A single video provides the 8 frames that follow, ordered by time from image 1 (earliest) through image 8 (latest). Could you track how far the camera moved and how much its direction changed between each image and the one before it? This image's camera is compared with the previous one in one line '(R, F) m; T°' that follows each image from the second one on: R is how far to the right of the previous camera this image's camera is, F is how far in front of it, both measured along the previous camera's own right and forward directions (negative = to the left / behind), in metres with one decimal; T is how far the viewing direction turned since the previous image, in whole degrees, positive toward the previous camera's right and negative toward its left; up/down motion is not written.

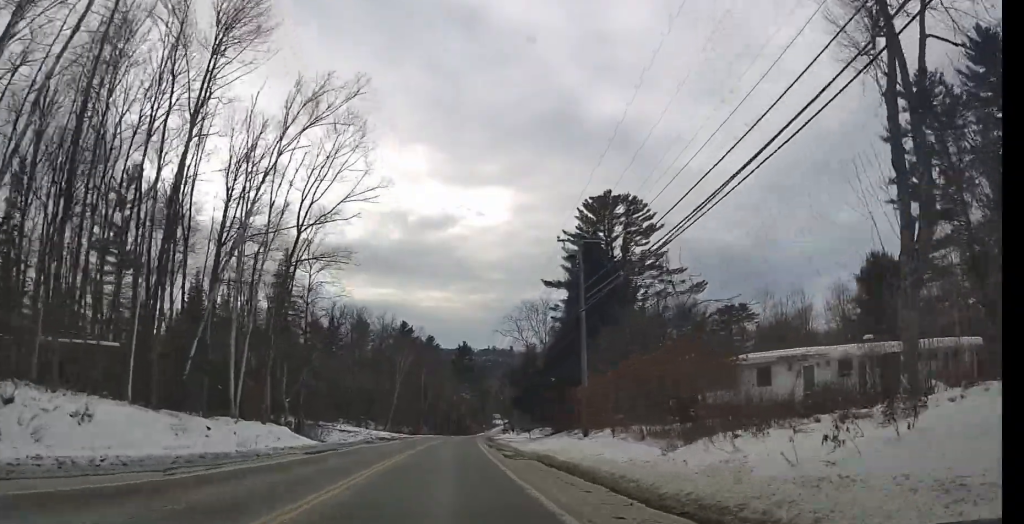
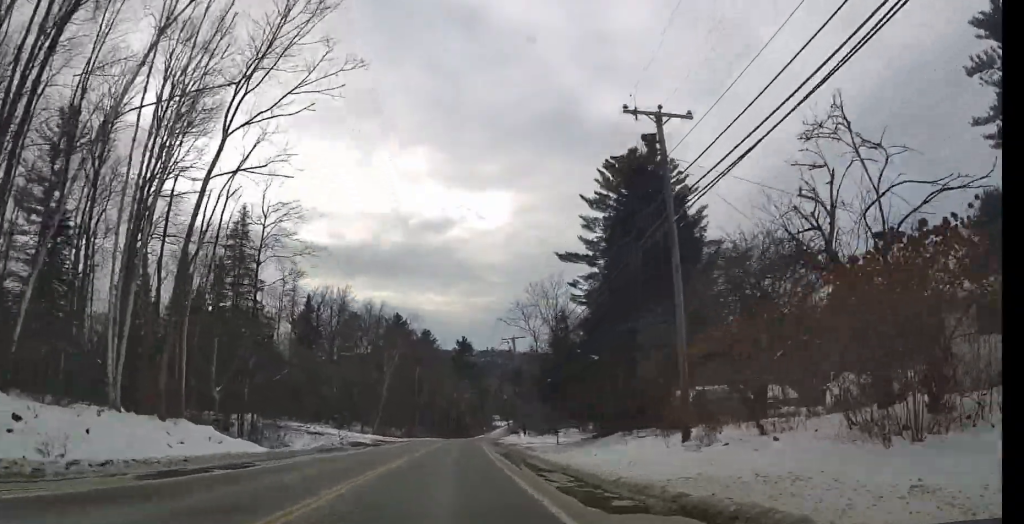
(-0.1, +13.4) m; -1°
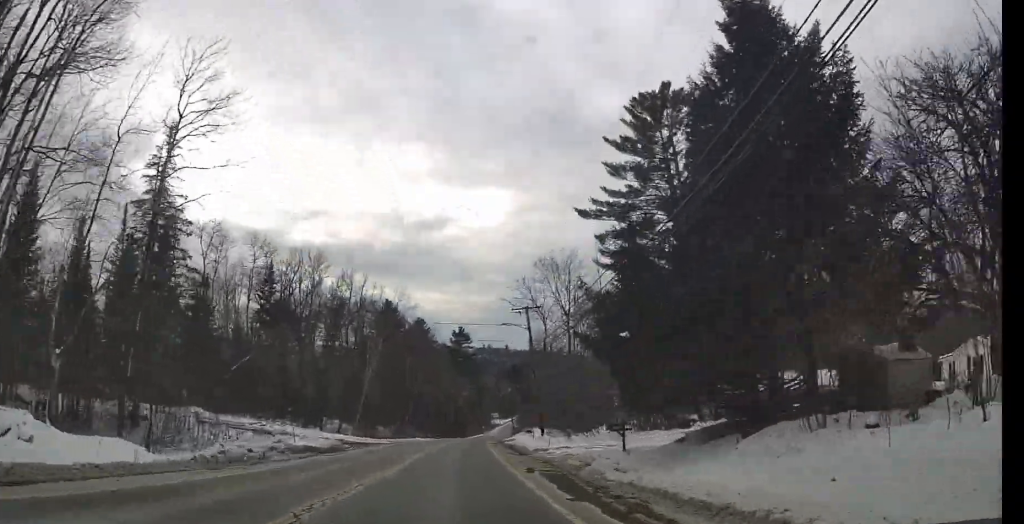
(-0.1, +14.2) m; 0°
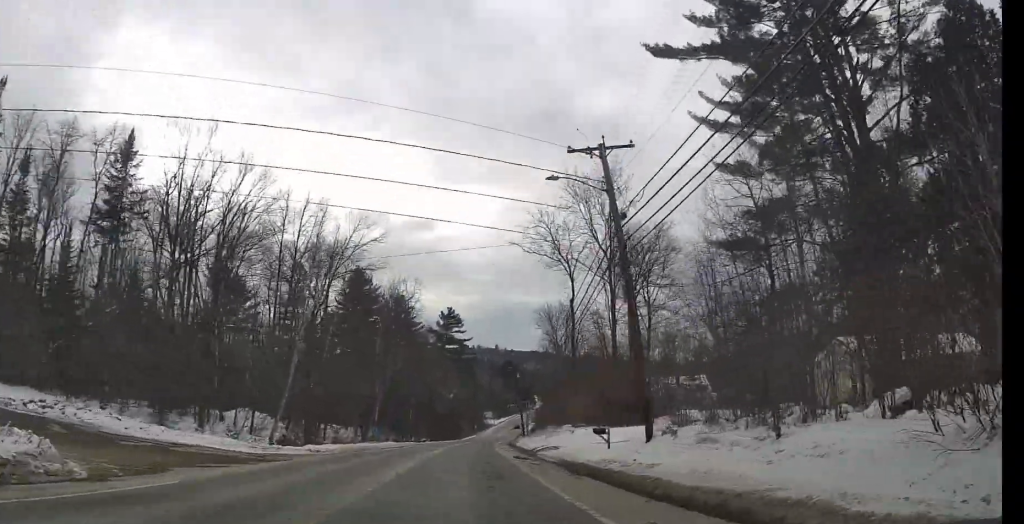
(0.0, +27.6) m; +1°
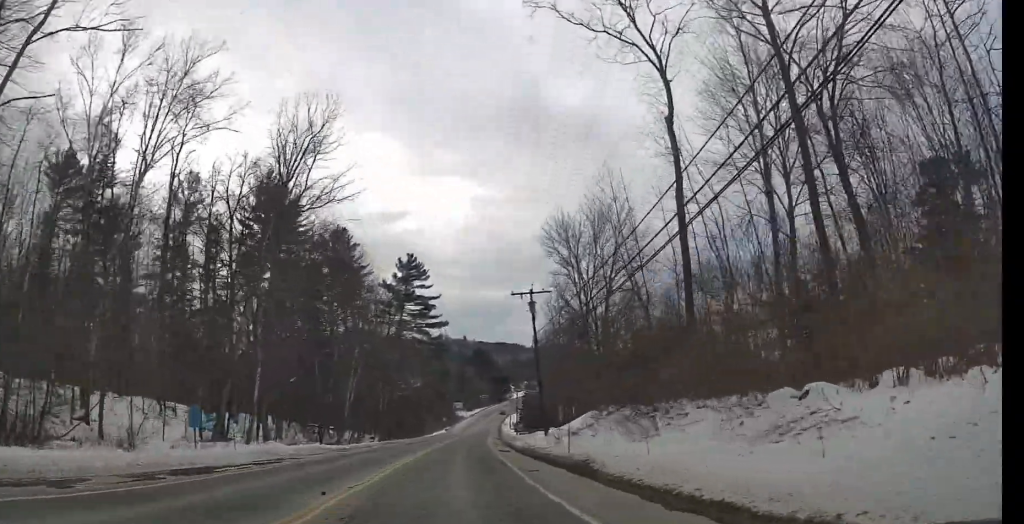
(+0.5, +36.5) m; +1°
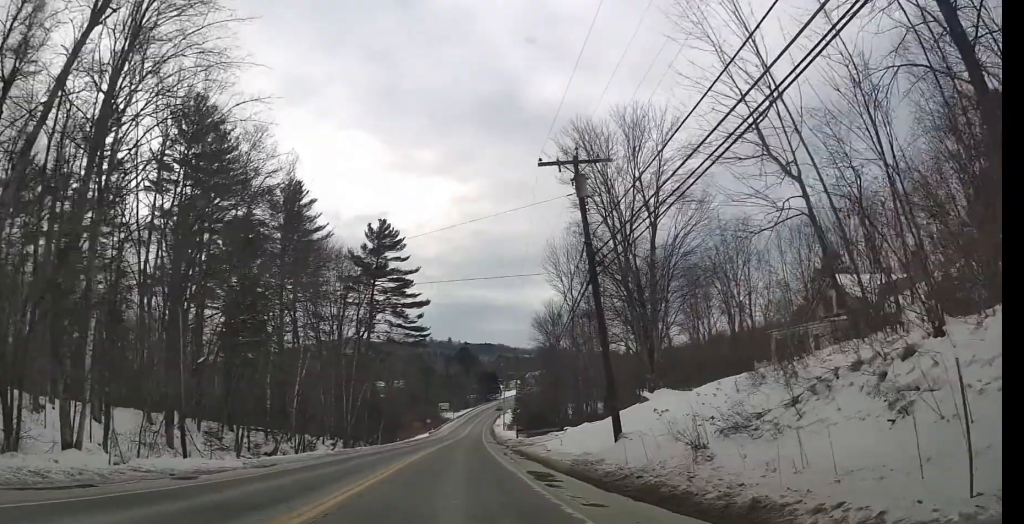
(+0.1, +17.9) m; +1°
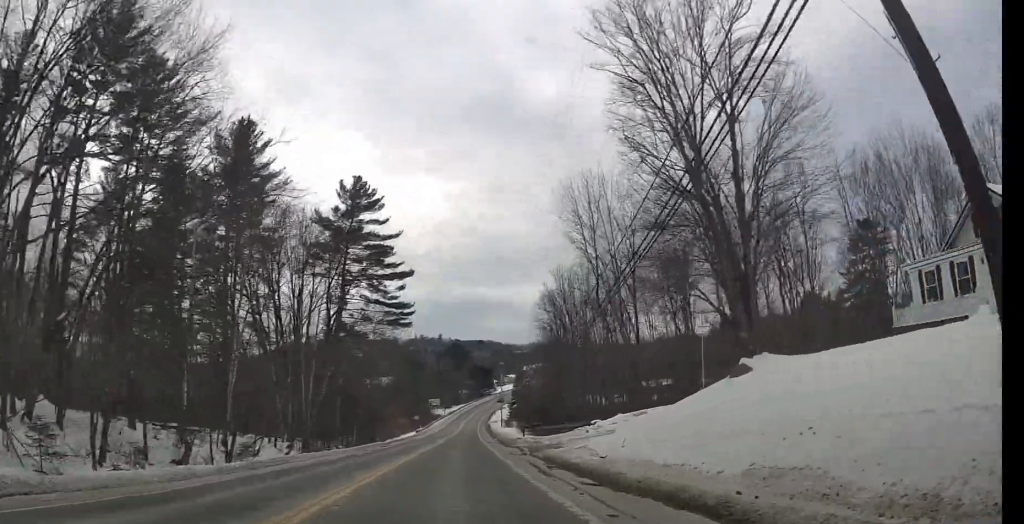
(+0.1, +14.1) m; +1°
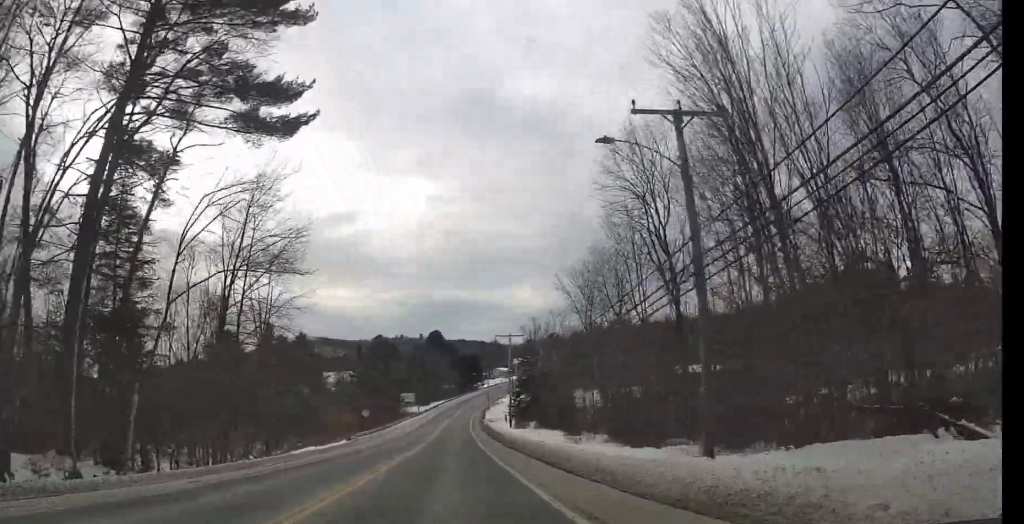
(+1.3, +42.4) m; +3°
